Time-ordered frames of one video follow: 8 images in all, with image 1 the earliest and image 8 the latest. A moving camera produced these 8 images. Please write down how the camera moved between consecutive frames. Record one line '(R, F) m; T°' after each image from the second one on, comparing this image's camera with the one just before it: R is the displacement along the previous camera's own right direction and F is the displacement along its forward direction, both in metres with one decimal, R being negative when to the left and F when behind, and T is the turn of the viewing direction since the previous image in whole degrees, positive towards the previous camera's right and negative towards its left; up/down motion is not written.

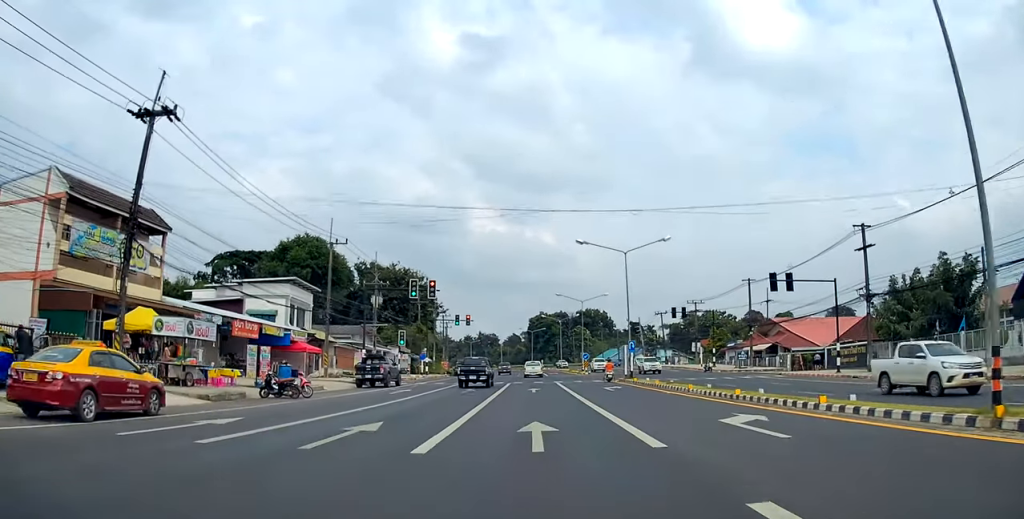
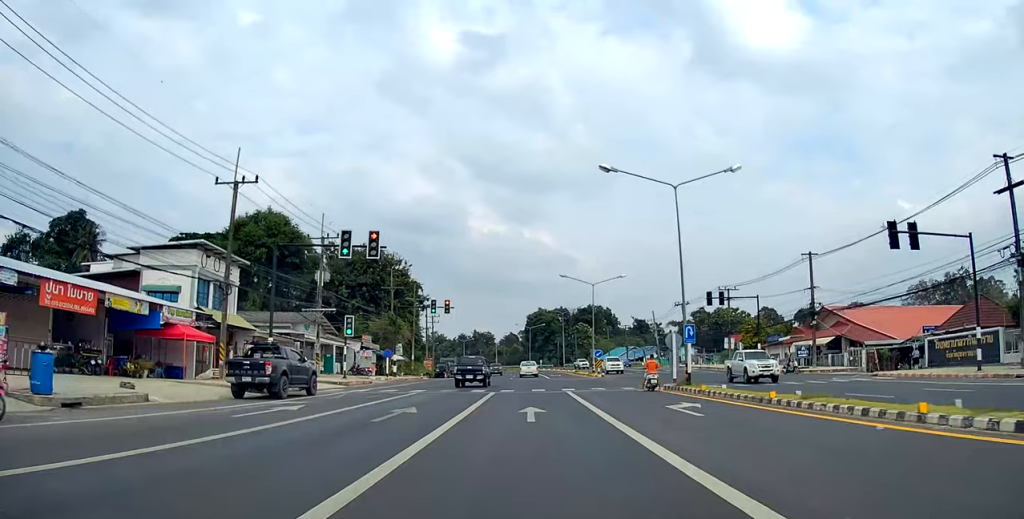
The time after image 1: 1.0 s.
(+0.1, +17.0) m; +1°
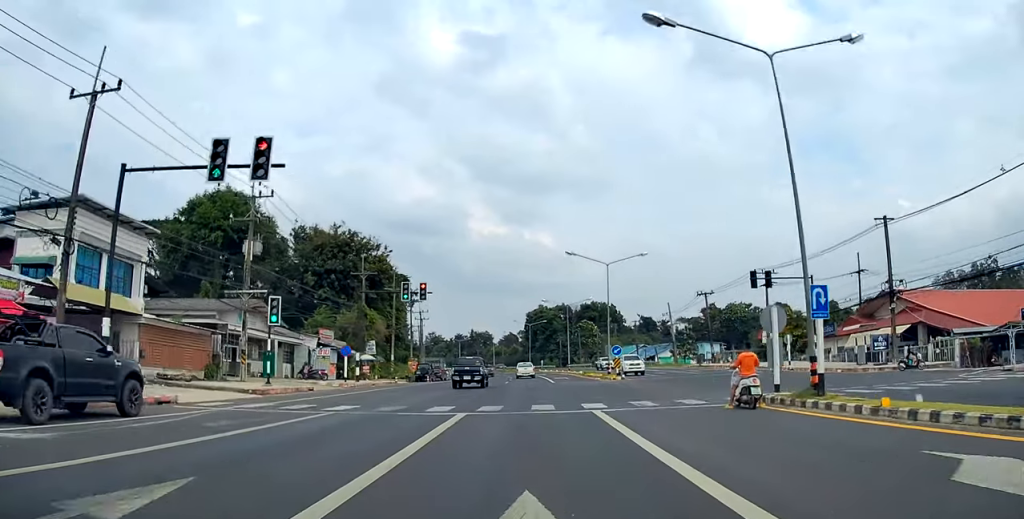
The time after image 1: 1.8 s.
(+0.1, +12.8) m; 0°
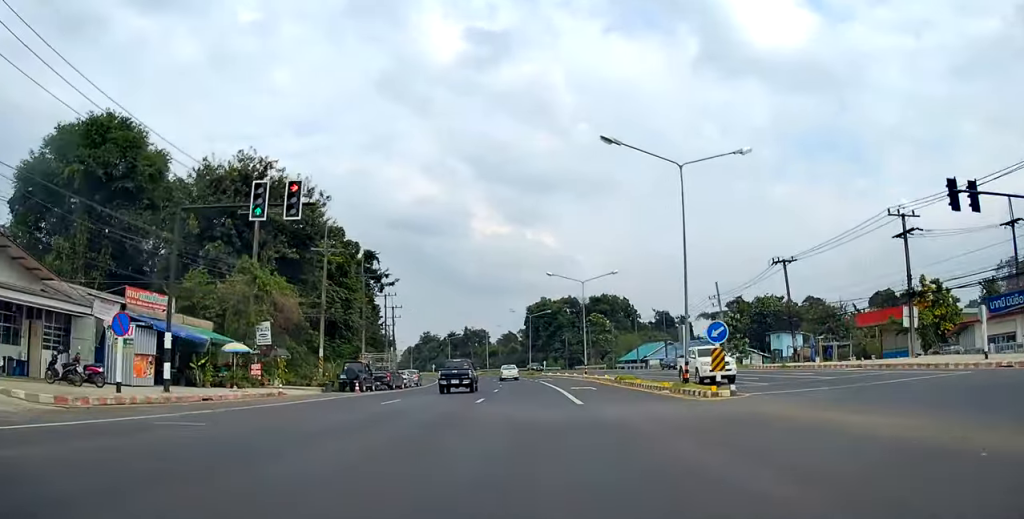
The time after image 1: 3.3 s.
(-0.3, +25.5) m; -1°
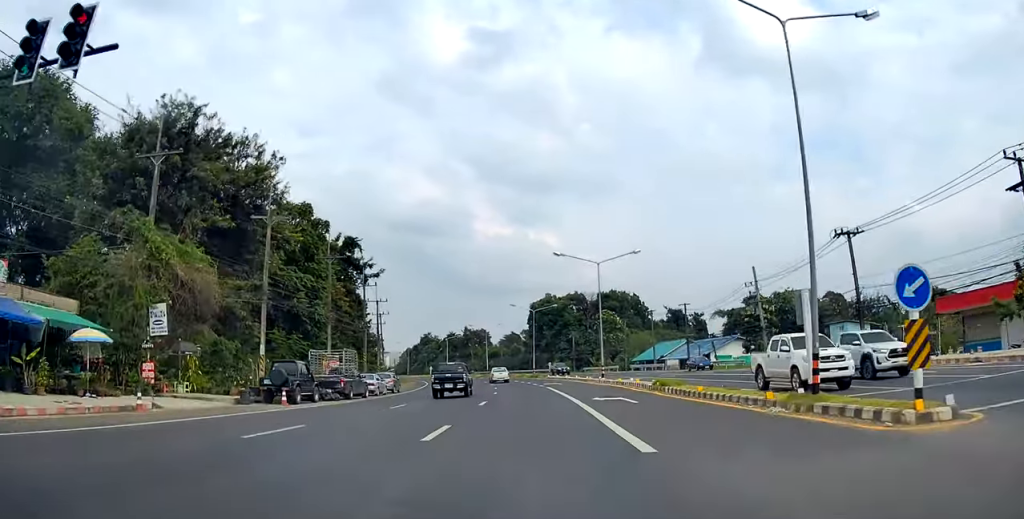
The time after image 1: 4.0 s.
(+0.1, +11.8) m; 0°
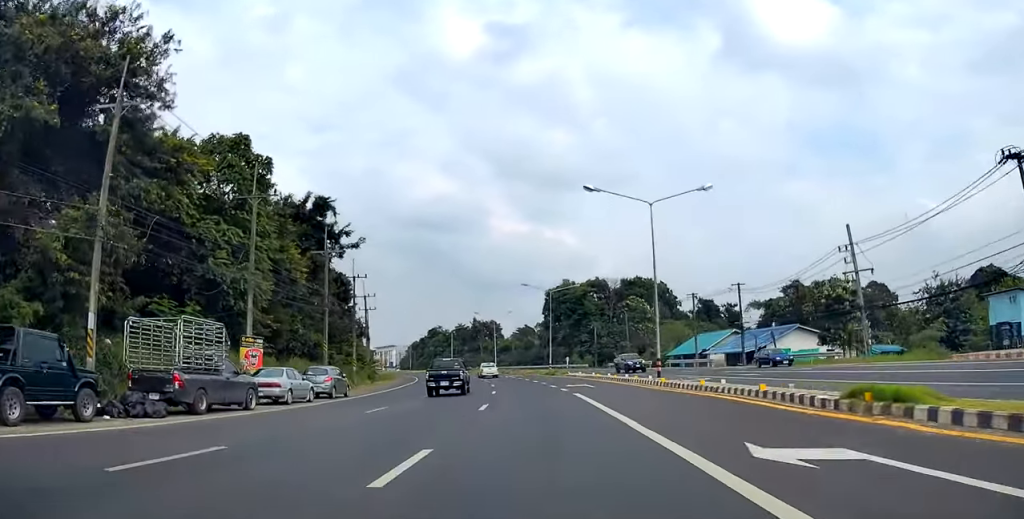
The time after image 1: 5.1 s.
(0.0, +16.8) m; -1°
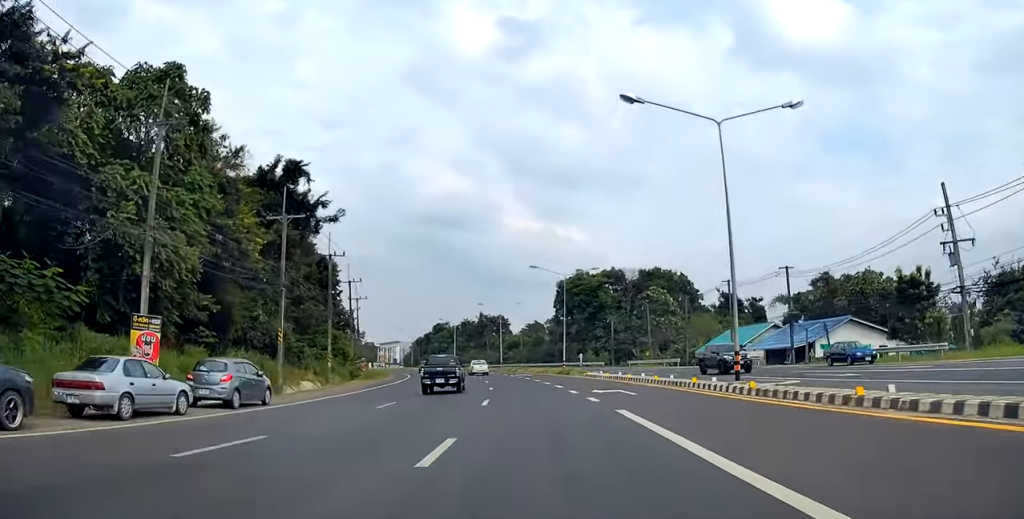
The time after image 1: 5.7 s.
(-0.1, +10.8) m; -1°
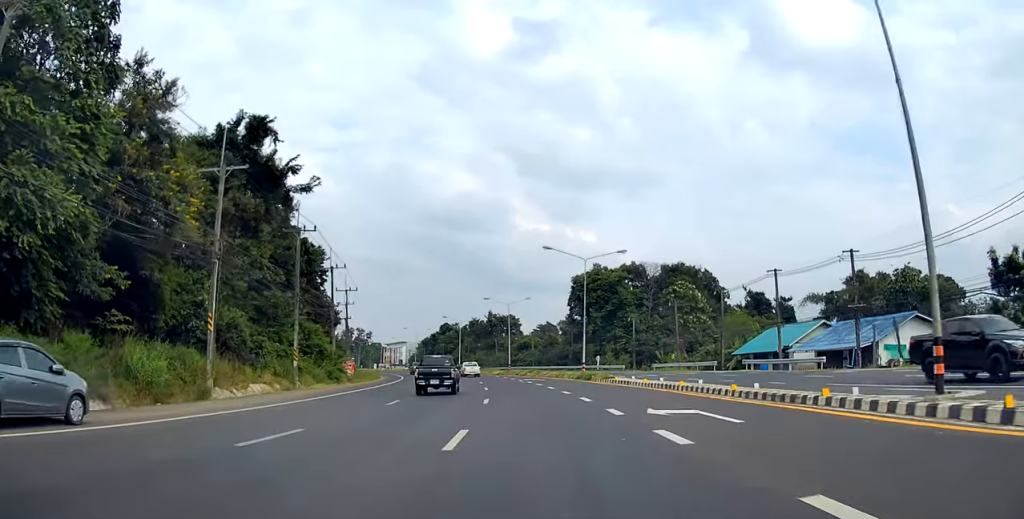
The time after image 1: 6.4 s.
(-0.2, +10.3) m; -1°
